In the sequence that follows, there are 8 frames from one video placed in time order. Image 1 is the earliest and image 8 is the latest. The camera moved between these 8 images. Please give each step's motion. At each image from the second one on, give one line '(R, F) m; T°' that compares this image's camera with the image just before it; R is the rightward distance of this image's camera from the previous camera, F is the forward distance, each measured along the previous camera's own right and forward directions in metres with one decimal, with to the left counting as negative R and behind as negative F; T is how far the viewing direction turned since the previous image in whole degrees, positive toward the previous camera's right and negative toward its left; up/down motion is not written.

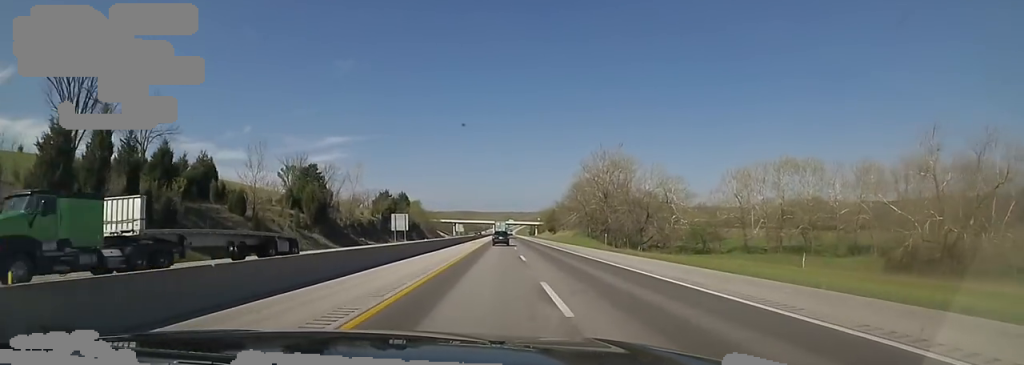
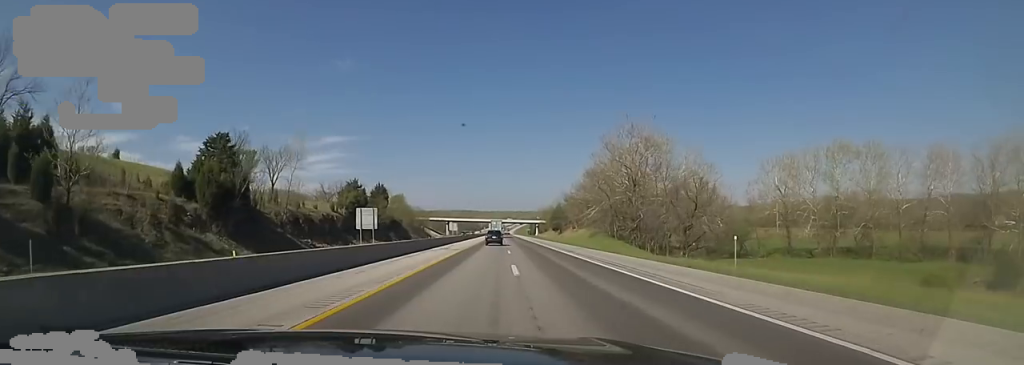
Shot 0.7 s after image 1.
(+0.3, +24.5) m; 0°
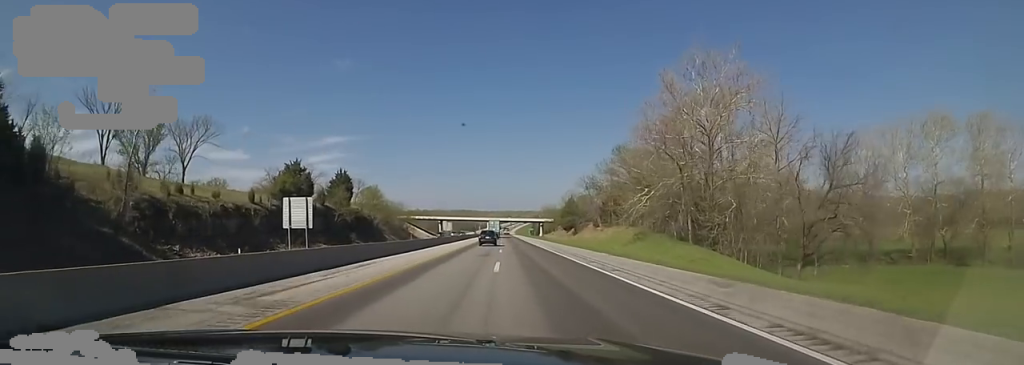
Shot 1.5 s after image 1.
(-0.3, +28.5) m; 0°
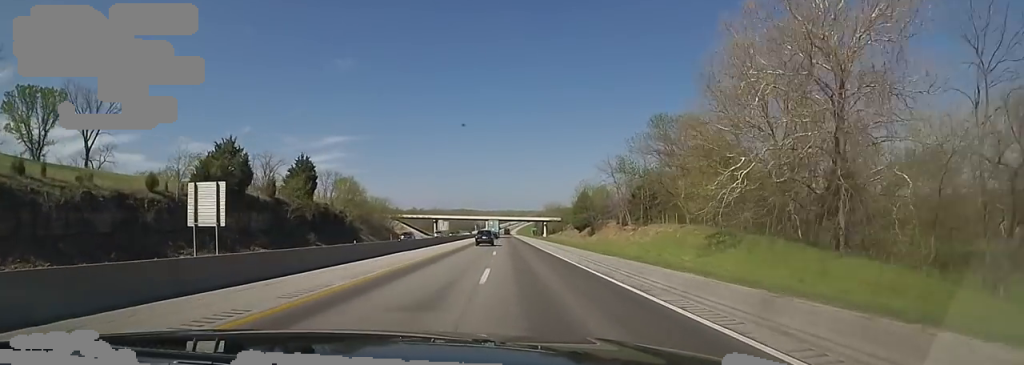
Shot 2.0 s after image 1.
(0.0, +18.6) m; 0°
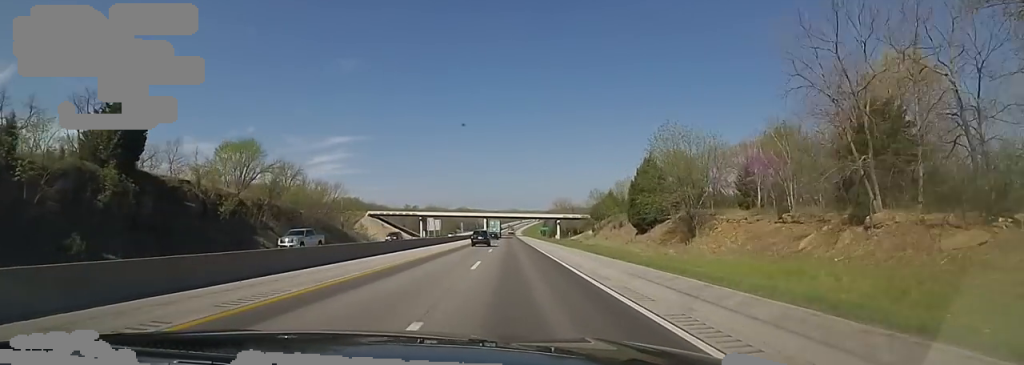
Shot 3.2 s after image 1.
(+0.1, +39.9) m; 0°
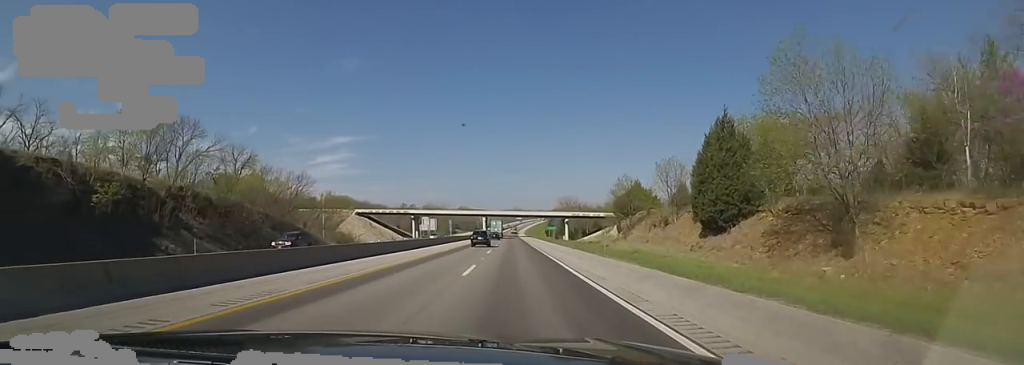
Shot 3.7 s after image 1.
(+0.1, +16.9) m; 0°
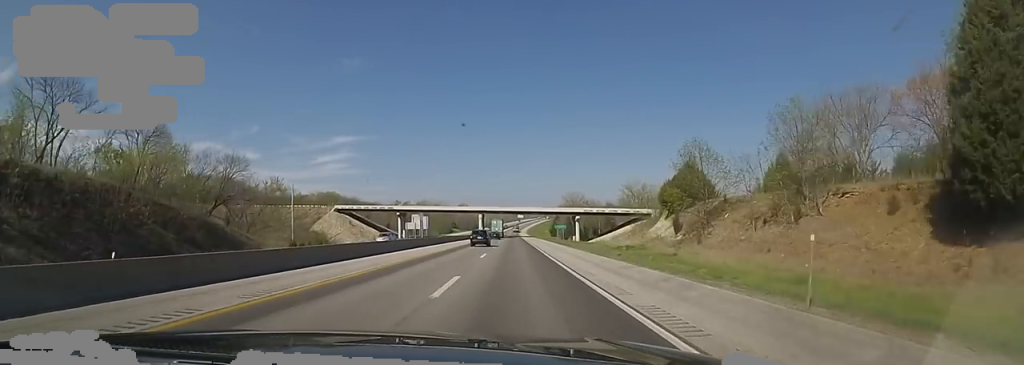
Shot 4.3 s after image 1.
(-0.2, +21.1) m; -1°
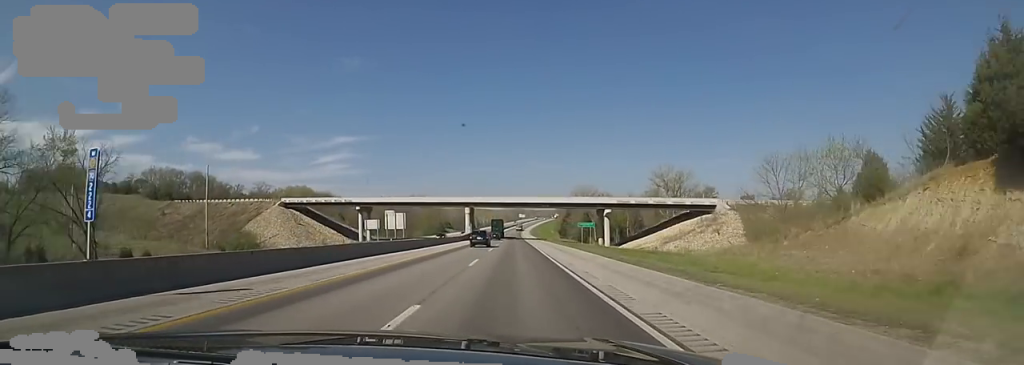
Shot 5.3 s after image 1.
(-0.4, +37.2) m; 0°
